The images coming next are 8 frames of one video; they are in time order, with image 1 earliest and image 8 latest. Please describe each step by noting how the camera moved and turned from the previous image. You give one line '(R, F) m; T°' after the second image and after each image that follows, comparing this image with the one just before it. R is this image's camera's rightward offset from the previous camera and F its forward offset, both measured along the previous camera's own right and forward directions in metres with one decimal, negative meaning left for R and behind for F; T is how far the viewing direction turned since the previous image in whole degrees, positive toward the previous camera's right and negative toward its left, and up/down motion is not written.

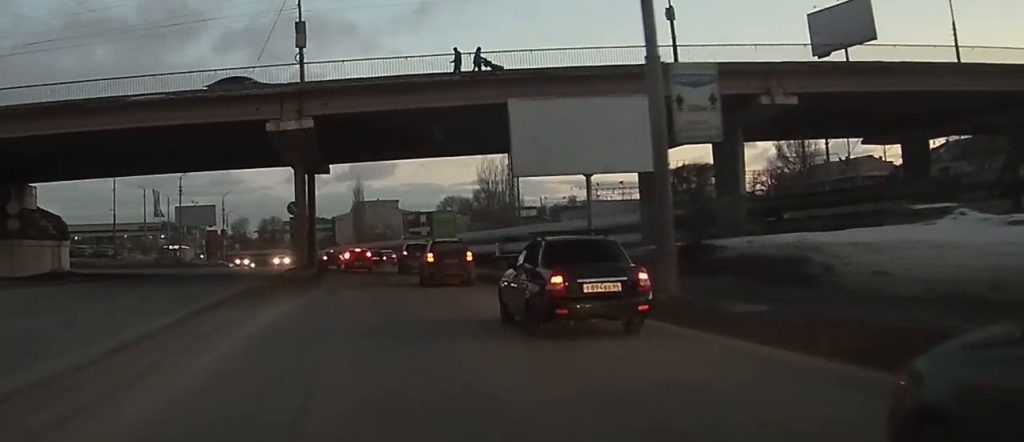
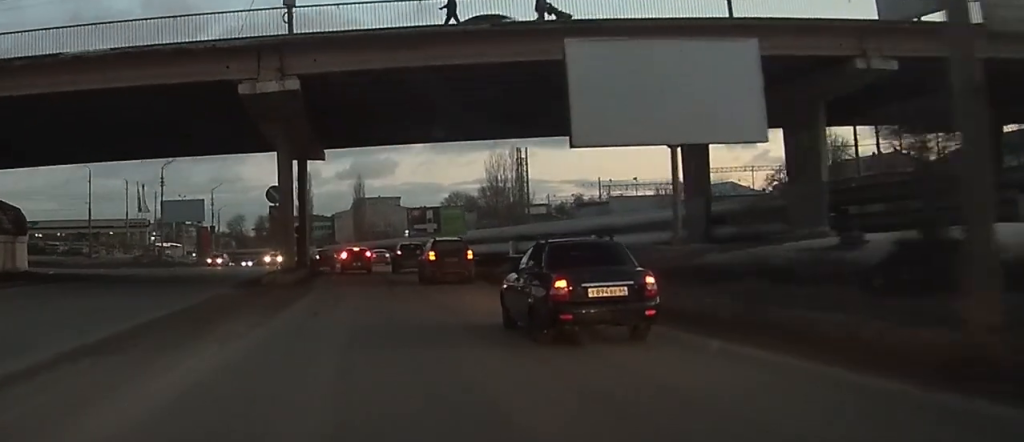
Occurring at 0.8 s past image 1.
(+0.1, +10.0) m; +1°
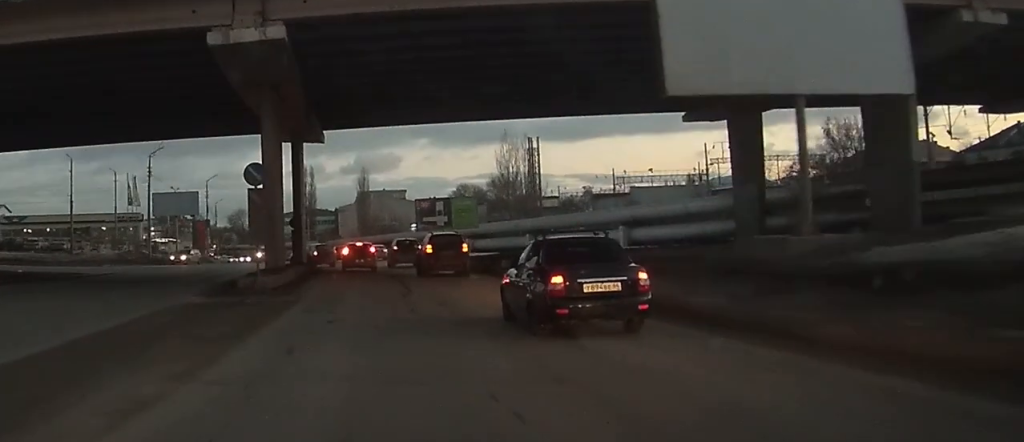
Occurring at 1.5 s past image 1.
(0.0, +7.8) m; 0°
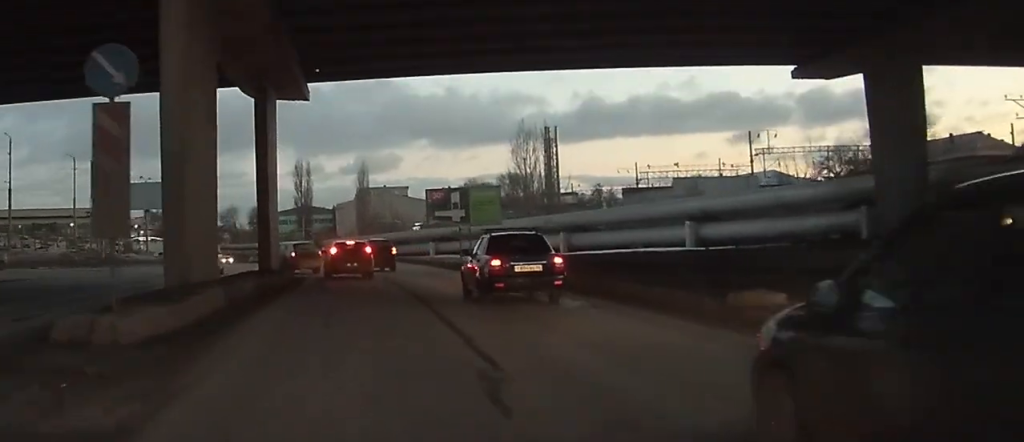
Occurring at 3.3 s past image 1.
(+0.1, +17.7) m; +1°
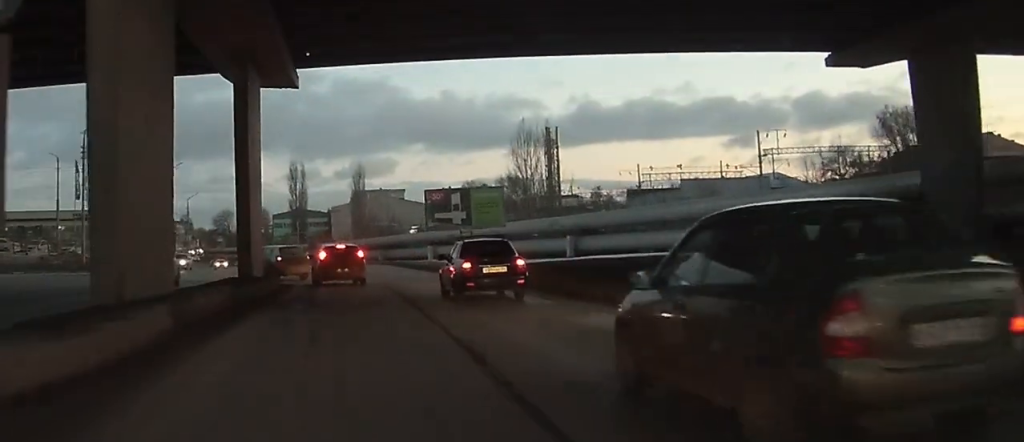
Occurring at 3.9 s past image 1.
(0.0, +5.1) m; 0°
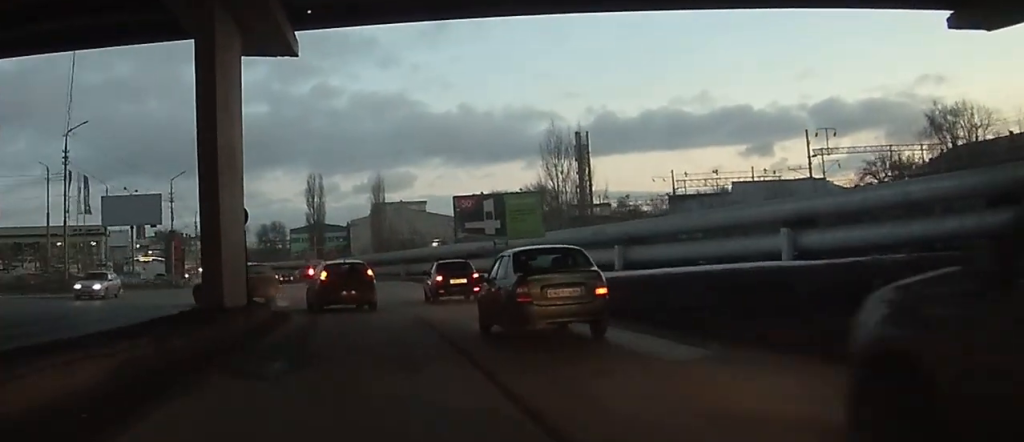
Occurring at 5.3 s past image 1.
(+0.1, +11.2) m; 0°
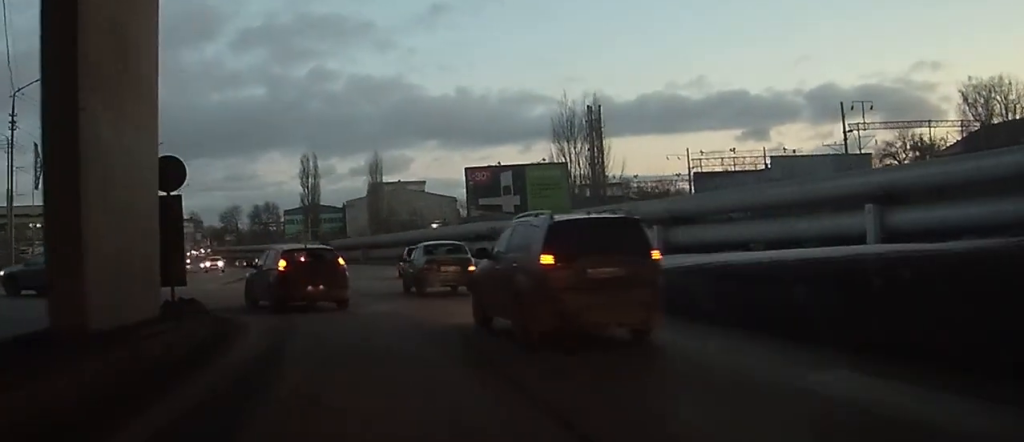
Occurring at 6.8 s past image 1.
(-0.3, +9.7) m; -3°
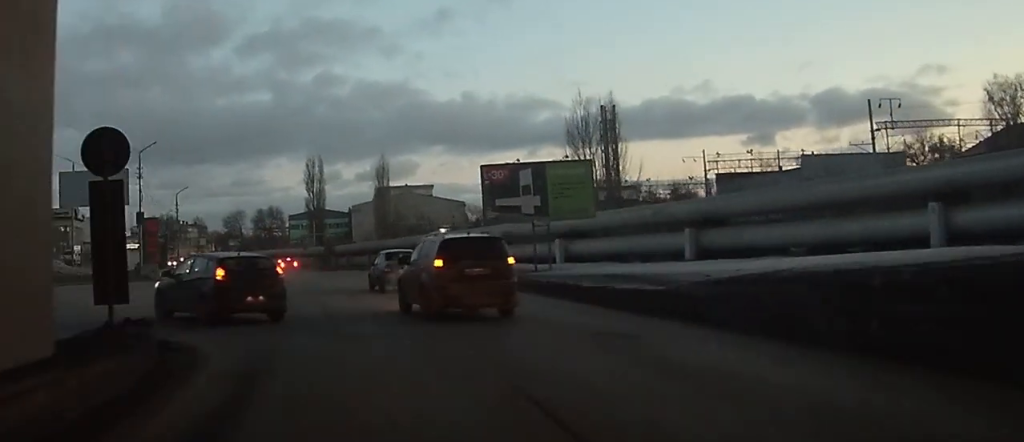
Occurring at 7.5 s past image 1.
(0.0, +4.5) m; 0°
